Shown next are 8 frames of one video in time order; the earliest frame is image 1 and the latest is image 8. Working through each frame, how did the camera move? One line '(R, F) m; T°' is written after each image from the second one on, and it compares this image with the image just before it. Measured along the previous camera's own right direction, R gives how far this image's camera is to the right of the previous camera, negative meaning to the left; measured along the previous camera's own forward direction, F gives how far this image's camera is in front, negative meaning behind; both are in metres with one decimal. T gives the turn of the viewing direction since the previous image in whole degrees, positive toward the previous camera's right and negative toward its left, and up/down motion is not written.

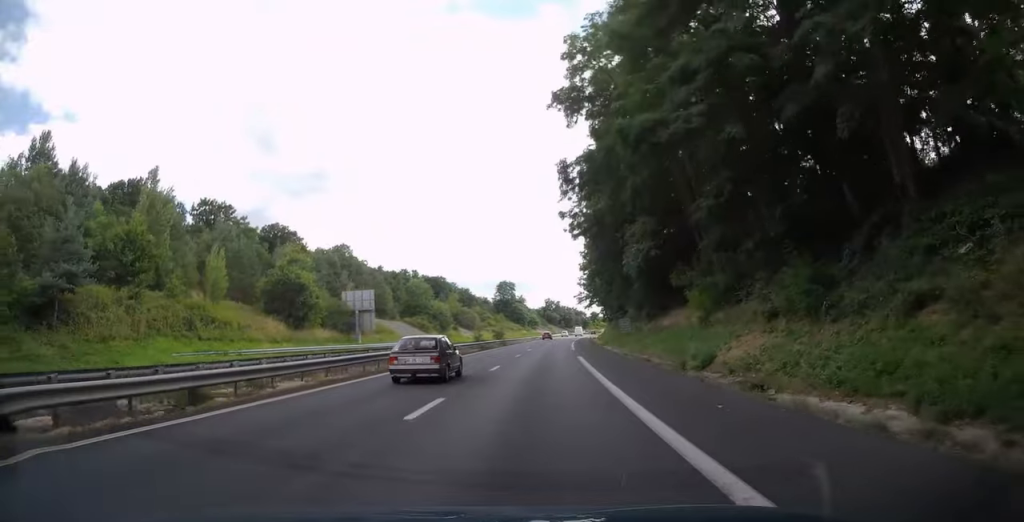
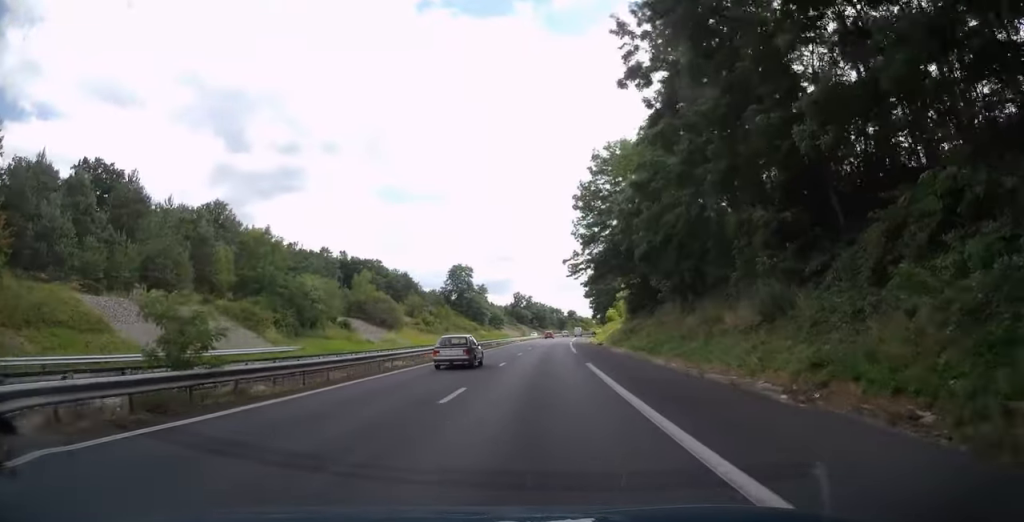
(+1.7, +63.3) m; +2°
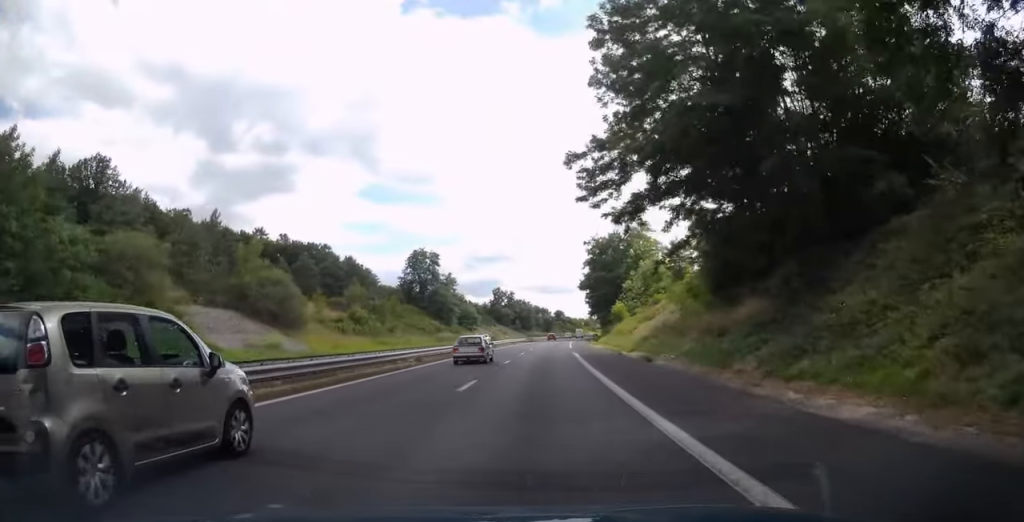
(+0.2, +37.1) m; +1°
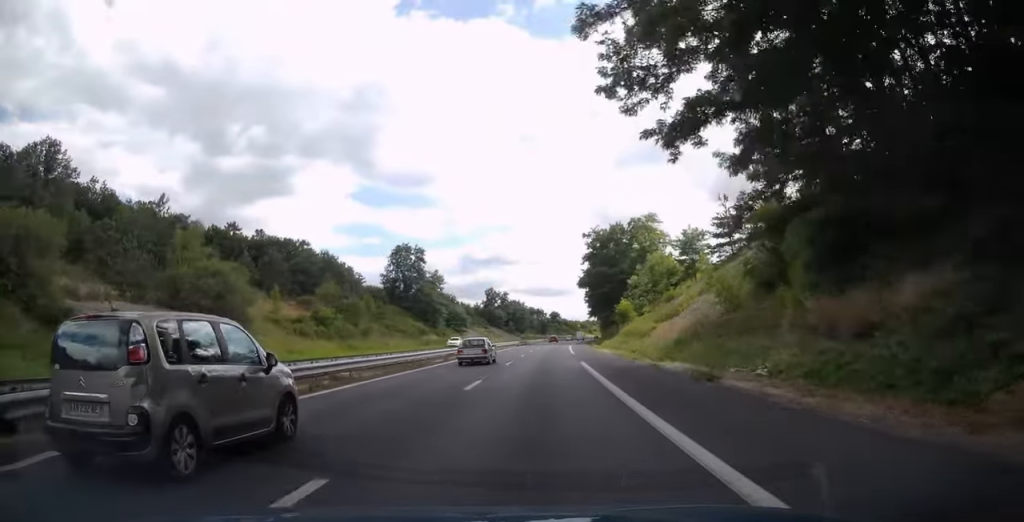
(+0.2, +12.2) m; +1°
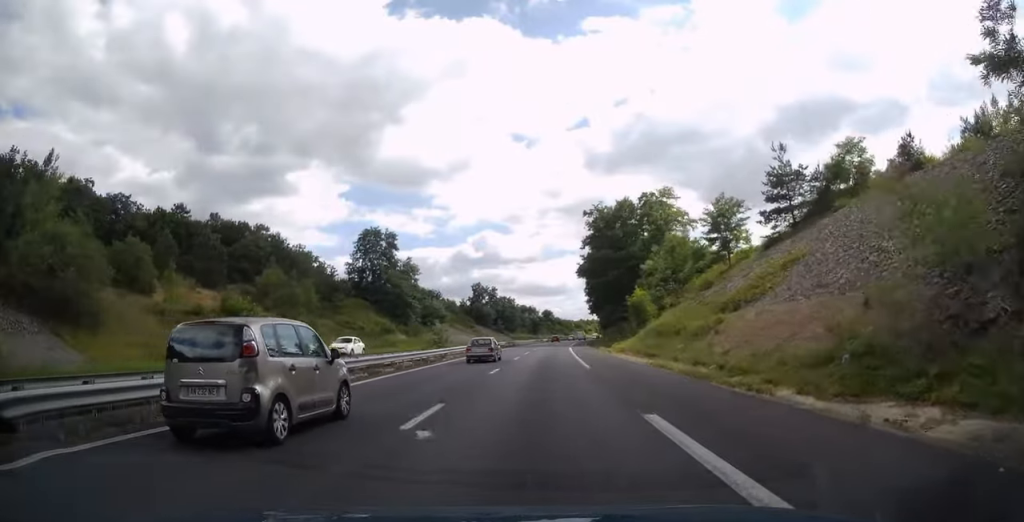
(+0.1, +20.0) m; +1°
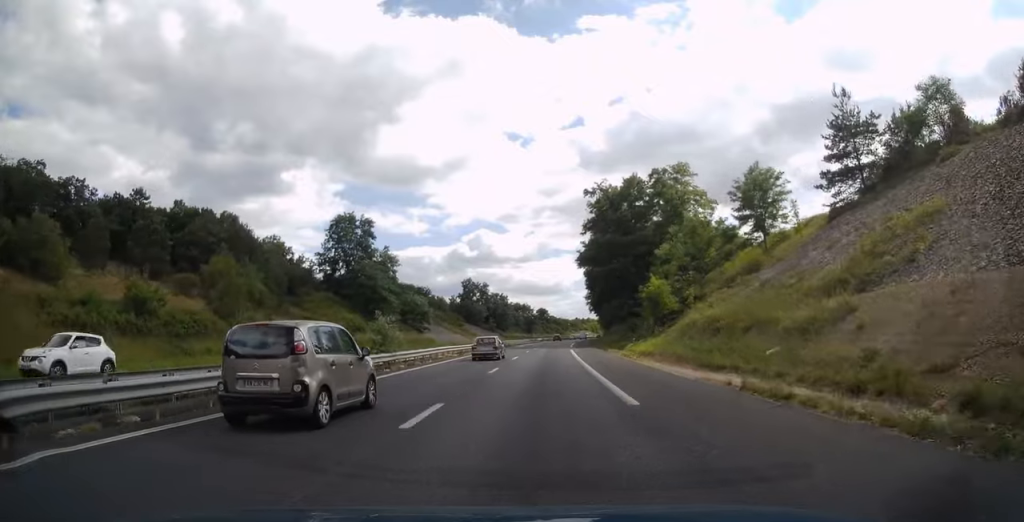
(+0.1, +13.2) m; 0°
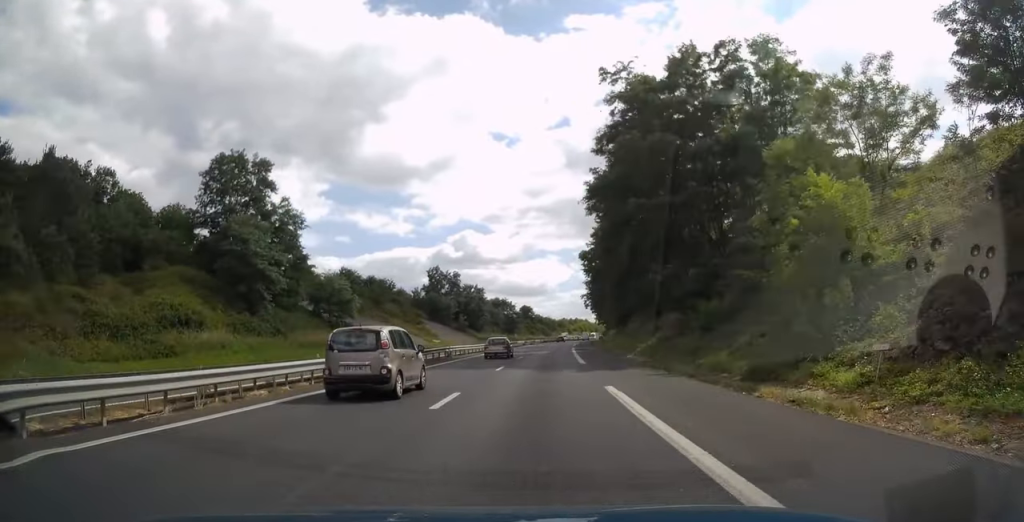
(+0.4, +37.2) m; +1°
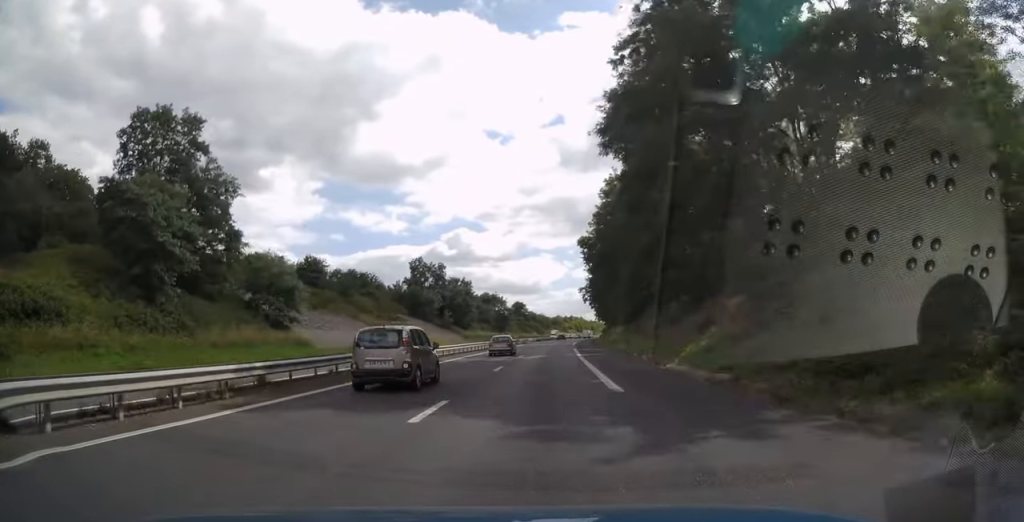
(+0.1, +15.2) m; +1°
